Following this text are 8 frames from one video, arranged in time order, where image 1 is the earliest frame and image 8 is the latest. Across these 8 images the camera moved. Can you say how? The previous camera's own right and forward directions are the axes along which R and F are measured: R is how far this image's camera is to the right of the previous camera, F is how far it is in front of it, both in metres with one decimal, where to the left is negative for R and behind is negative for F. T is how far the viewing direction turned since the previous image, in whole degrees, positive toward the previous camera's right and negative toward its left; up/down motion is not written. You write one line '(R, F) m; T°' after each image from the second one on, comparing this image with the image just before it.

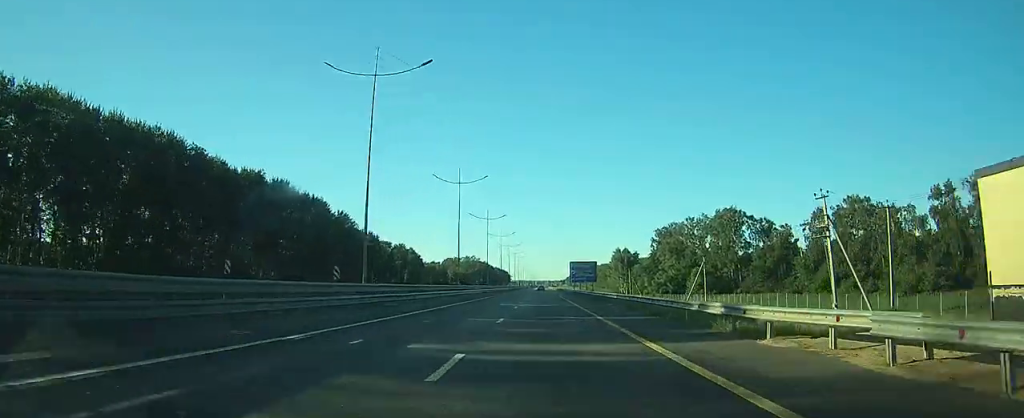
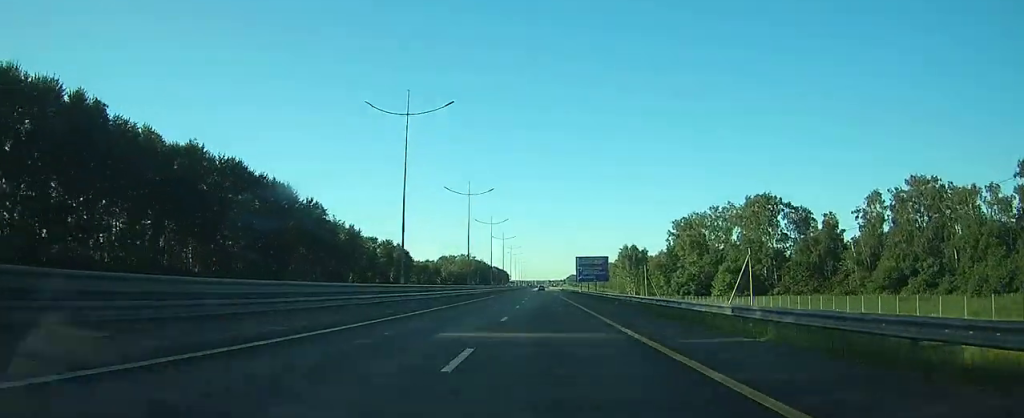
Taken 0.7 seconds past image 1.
(-0.1, +23.1) m; 0°
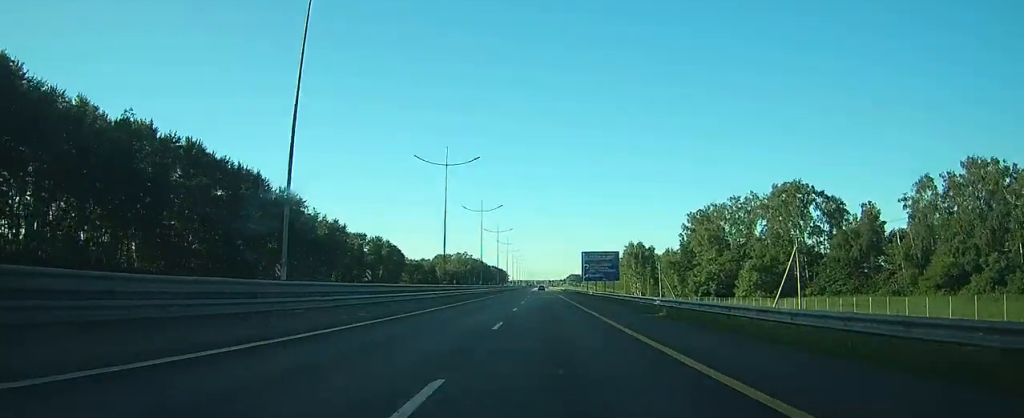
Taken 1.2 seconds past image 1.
(0.0, +15.7) m; 0°
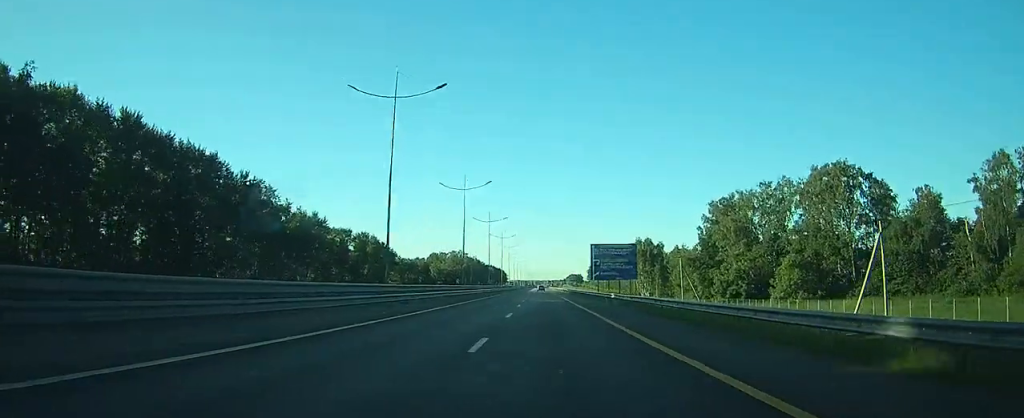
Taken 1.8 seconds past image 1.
(0.0, +17.8) m; 0°
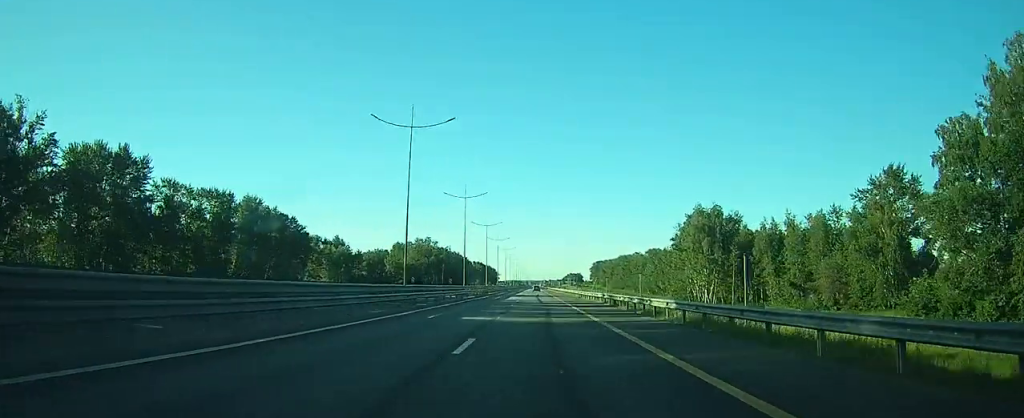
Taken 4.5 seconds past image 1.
(+0.5, +84.3) m; +1°
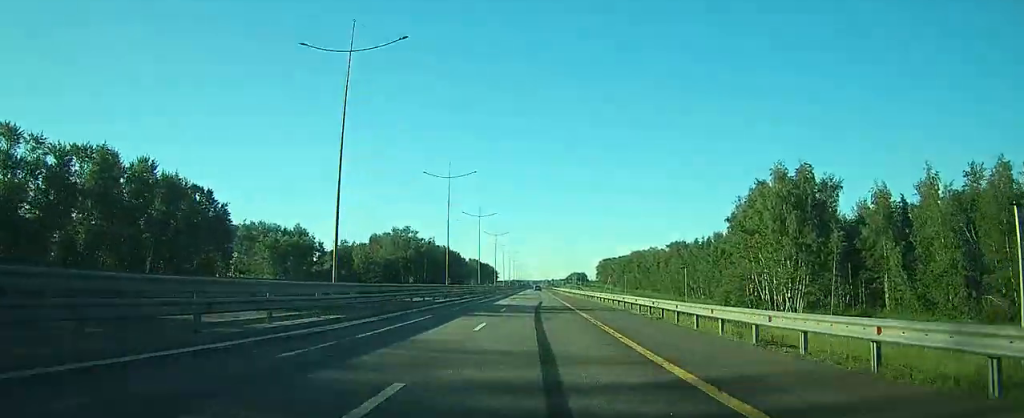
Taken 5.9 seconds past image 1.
(0.0, +42.4) m; 0°
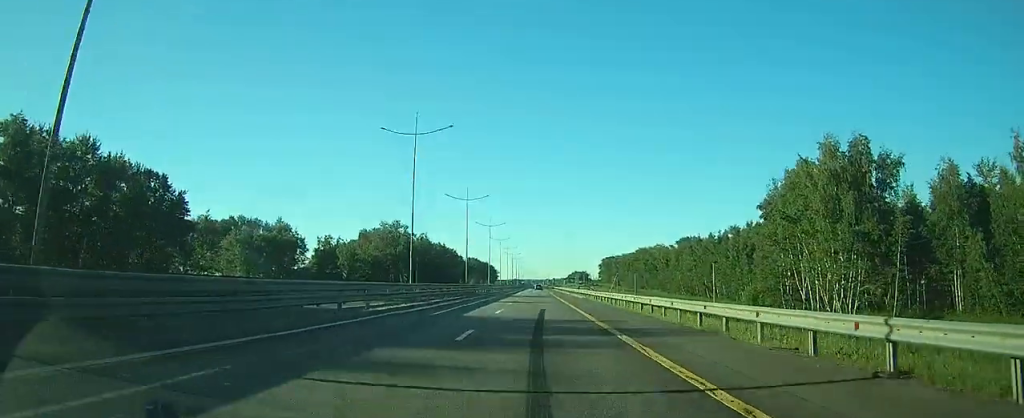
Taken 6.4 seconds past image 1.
(0.0, +15.4) m; 0°
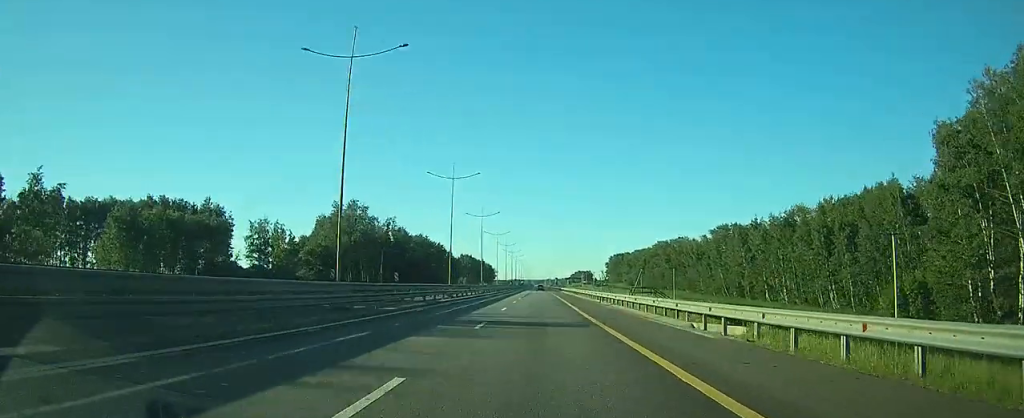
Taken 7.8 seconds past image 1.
(0.0, +44.2) m; 0°
